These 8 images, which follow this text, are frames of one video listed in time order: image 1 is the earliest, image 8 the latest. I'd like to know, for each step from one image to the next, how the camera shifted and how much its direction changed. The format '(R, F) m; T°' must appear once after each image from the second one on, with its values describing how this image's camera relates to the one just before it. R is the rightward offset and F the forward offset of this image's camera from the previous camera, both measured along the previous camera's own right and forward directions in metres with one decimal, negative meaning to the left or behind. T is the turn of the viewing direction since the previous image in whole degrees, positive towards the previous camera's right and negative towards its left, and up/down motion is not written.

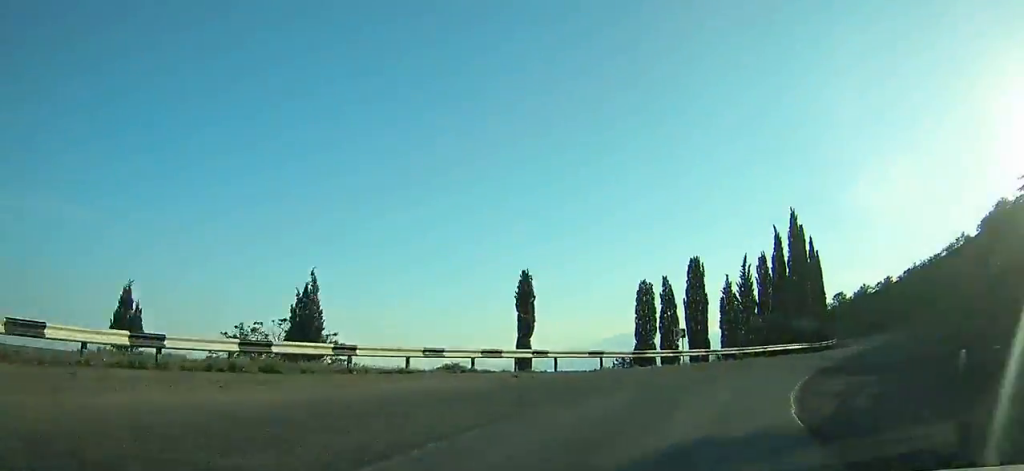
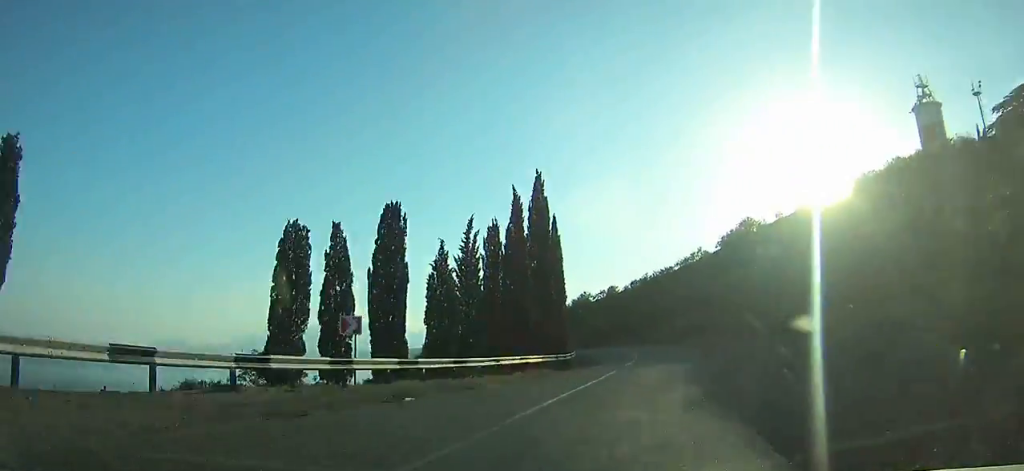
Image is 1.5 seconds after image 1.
(+2.3, +14.5) m; +19°
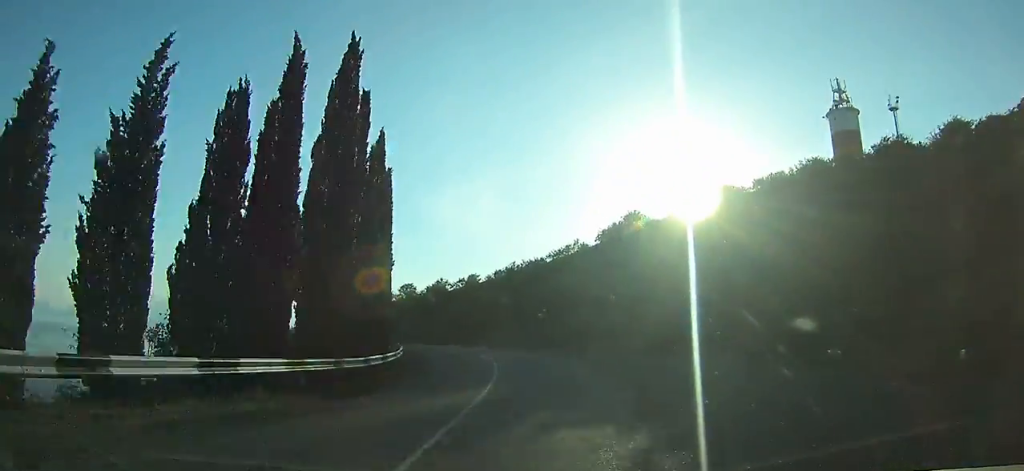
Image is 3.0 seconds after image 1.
(+4.8, +15.5) m; +12°
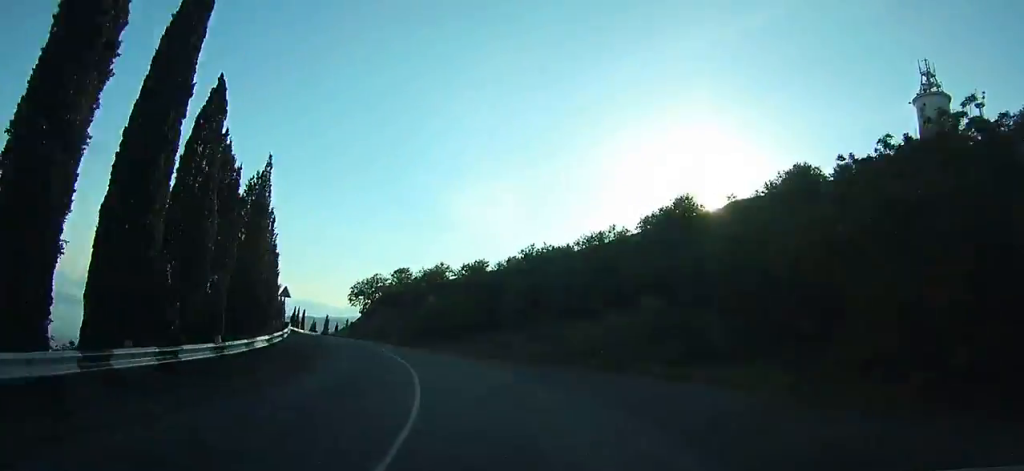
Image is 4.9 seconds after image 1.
(+2.6, +20.9) m; +4°
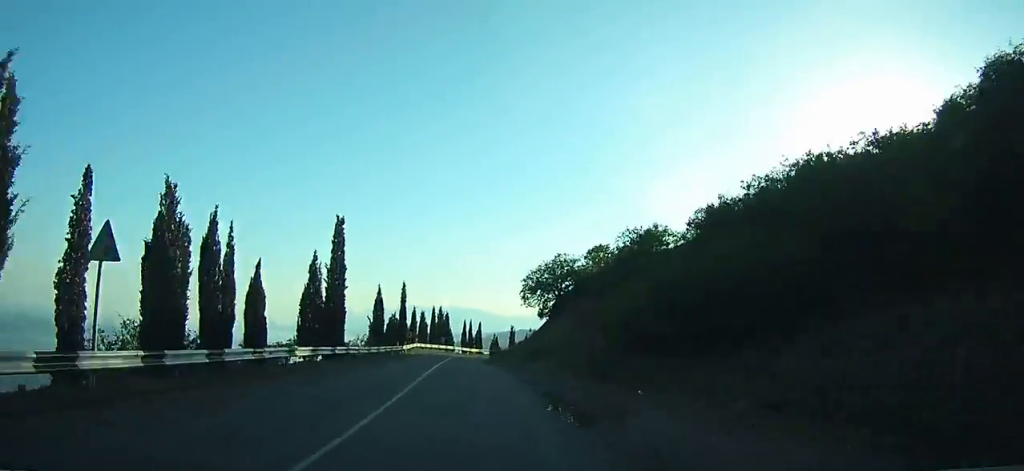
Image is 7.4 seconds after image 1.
(+0.2, +28.5) m; -7°
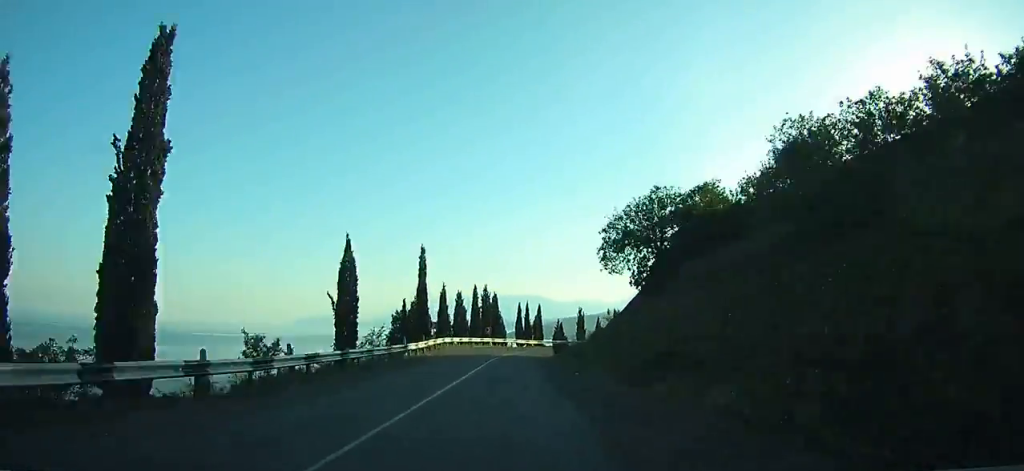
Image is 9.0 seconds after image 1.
(-2.6, +19.3) m; -5°
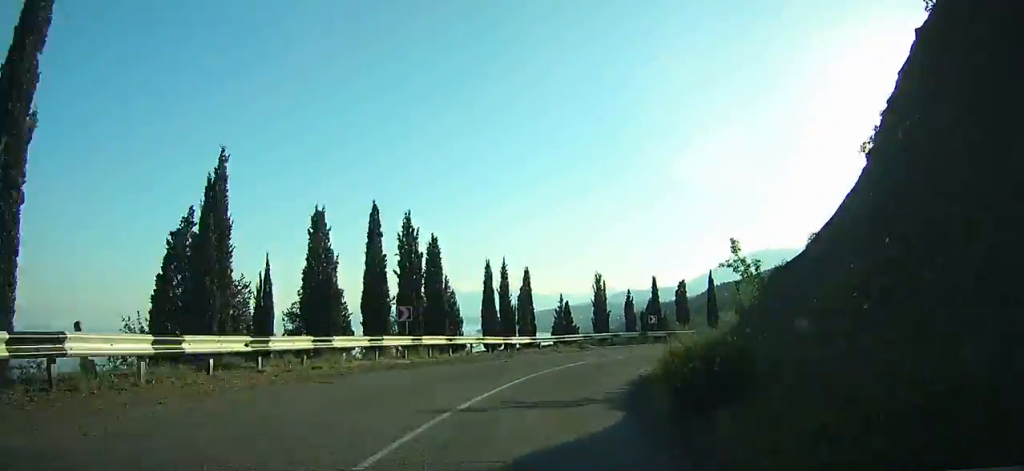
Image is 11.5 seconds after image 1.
(-1.4, +31.1) m; +4°
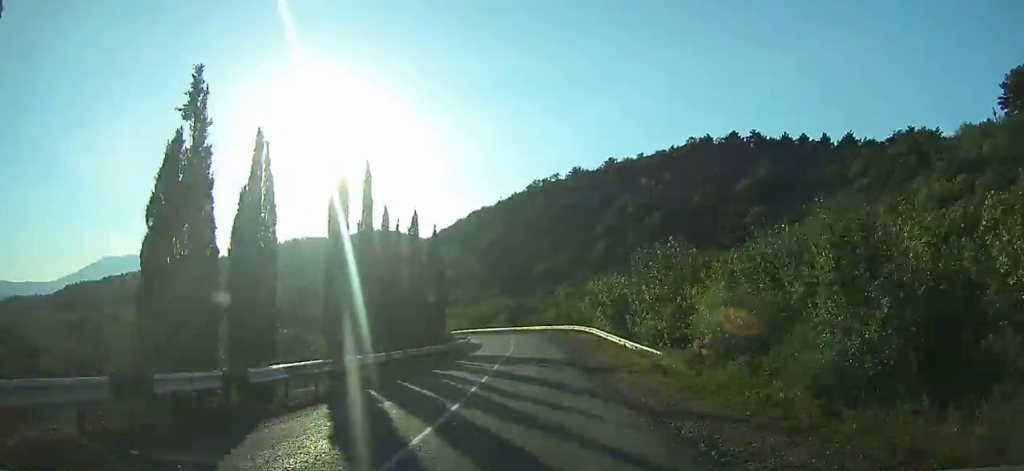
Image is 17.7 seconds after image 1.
(+27.1, +72.3) m; +43°
